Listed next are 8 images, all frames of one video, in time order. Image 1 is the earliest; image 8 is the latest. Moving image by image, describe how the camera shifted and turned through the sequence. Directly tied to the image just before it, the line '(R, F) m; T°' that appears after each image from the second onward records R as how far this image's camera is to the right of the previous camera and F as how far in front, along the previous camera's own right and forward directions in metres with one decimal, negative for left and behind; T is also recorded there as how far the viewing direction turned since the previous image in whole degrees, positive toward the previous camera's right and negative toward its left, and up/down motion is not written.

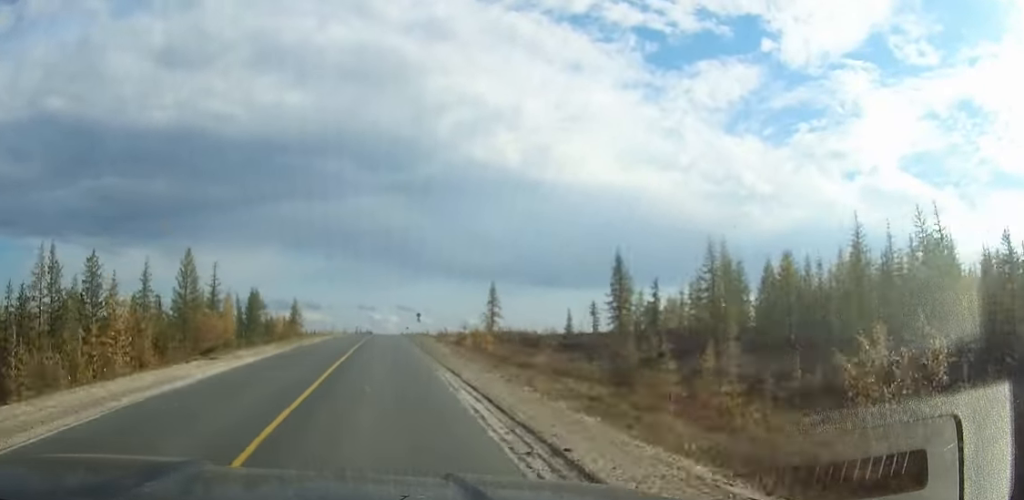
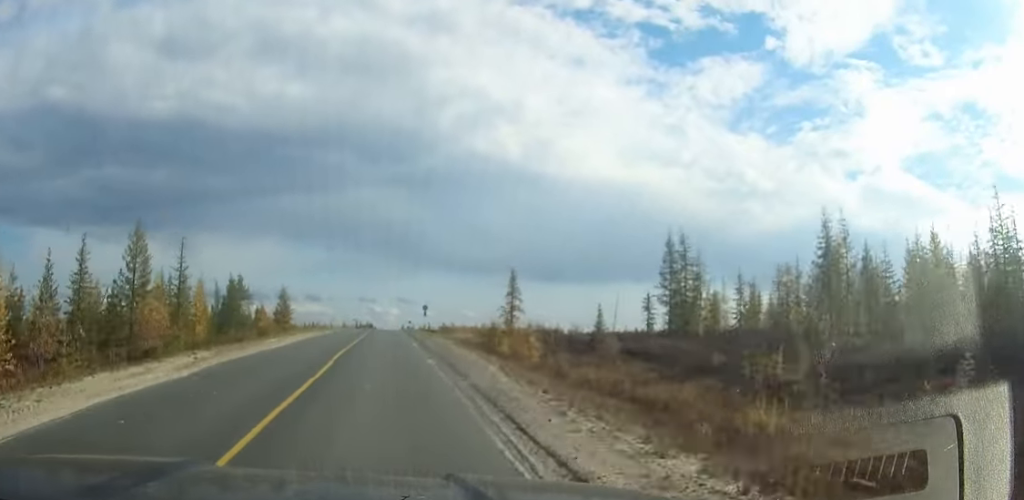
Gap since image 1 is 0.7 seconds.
(0.0, +15.9) m; 0°
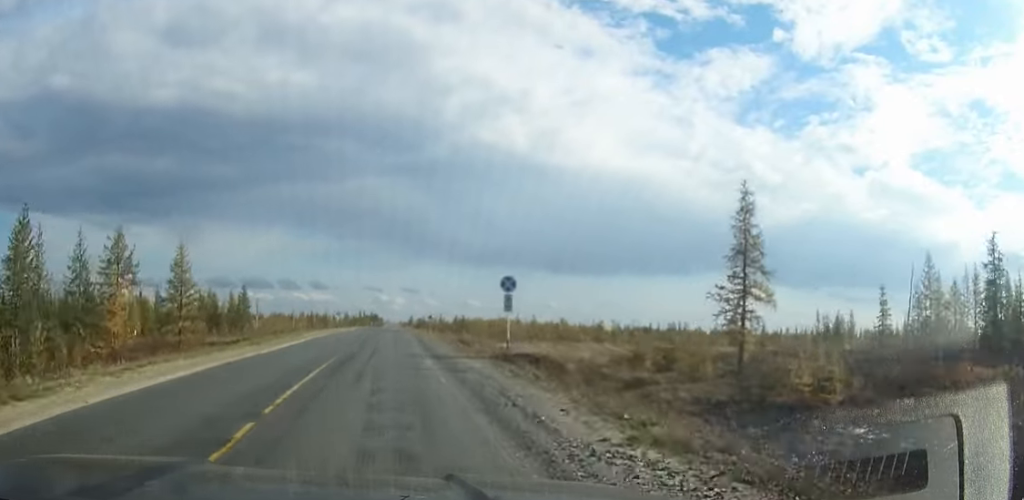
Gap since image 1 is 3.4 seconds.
(-0.1, +55.8) m; 0°
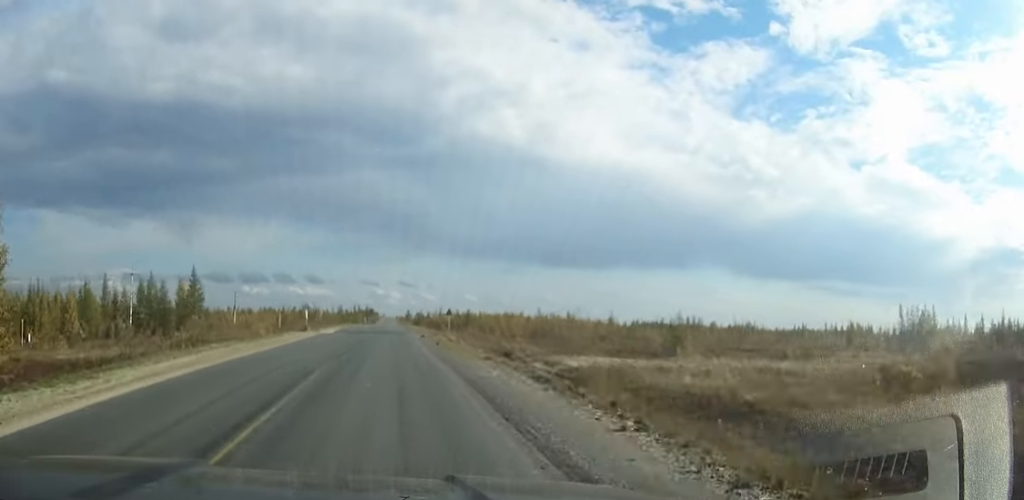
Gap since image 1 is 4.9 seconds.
(0.0, +24.3) m; 0°
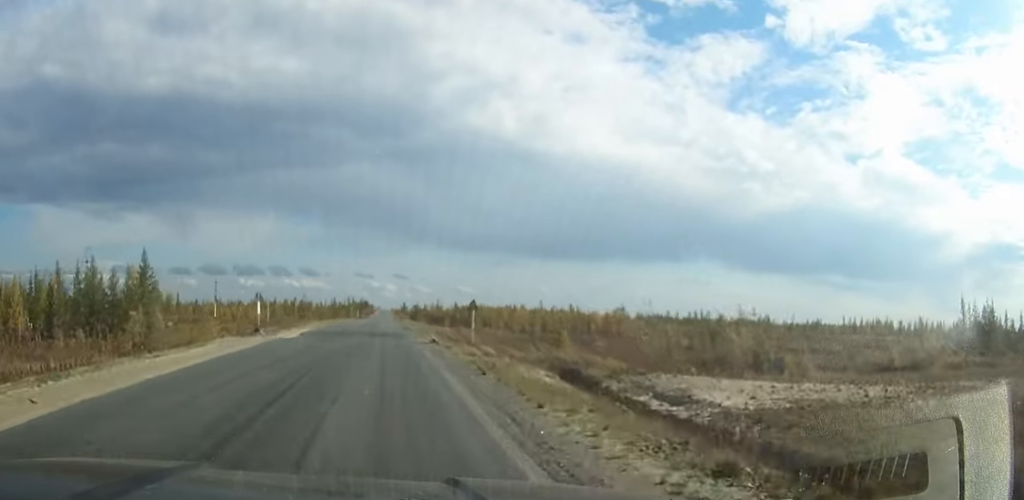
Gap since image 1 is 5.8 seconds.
(0.0, +13.3) m; 0°
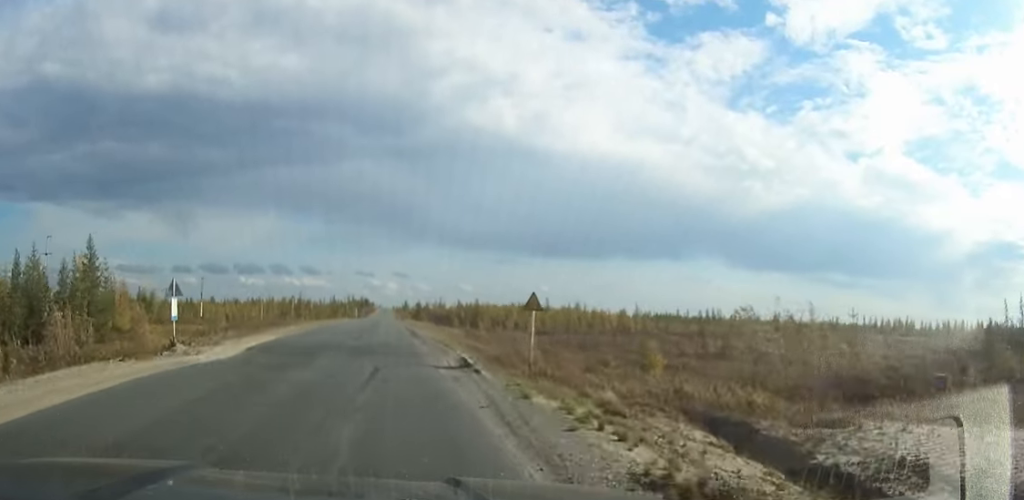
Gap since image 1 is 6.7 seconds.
(0.0, +10.3) m; 0°
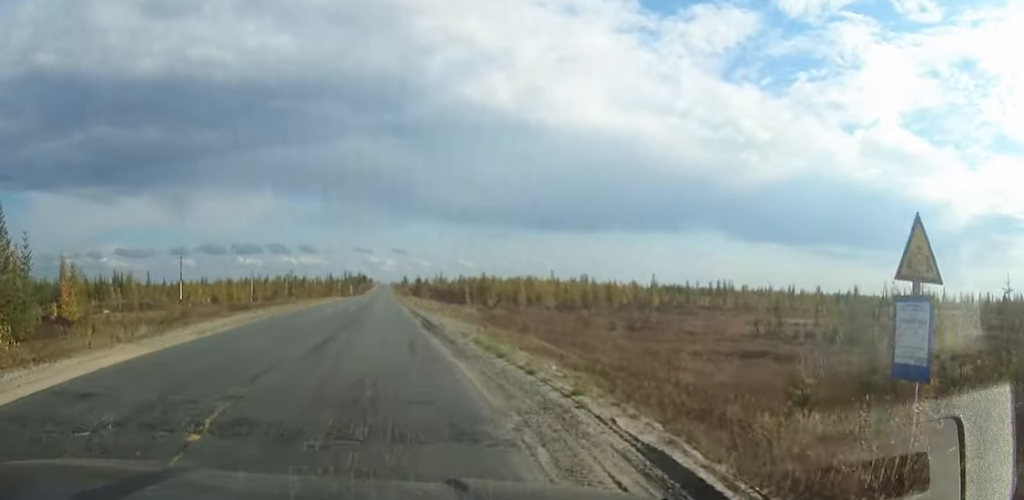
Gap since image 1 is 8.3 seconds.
(+0.1, +13.3) m; 0°
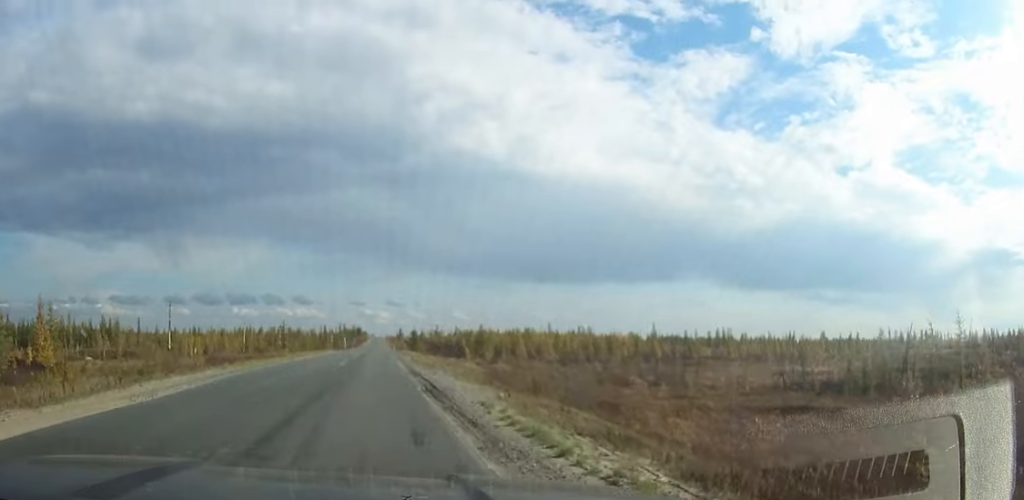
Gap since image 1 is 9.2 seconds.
(0.0, +6.1) m; -1°
